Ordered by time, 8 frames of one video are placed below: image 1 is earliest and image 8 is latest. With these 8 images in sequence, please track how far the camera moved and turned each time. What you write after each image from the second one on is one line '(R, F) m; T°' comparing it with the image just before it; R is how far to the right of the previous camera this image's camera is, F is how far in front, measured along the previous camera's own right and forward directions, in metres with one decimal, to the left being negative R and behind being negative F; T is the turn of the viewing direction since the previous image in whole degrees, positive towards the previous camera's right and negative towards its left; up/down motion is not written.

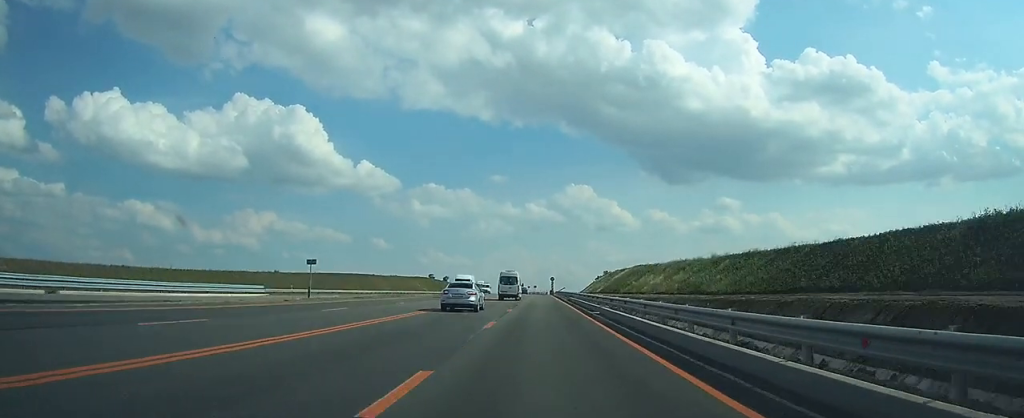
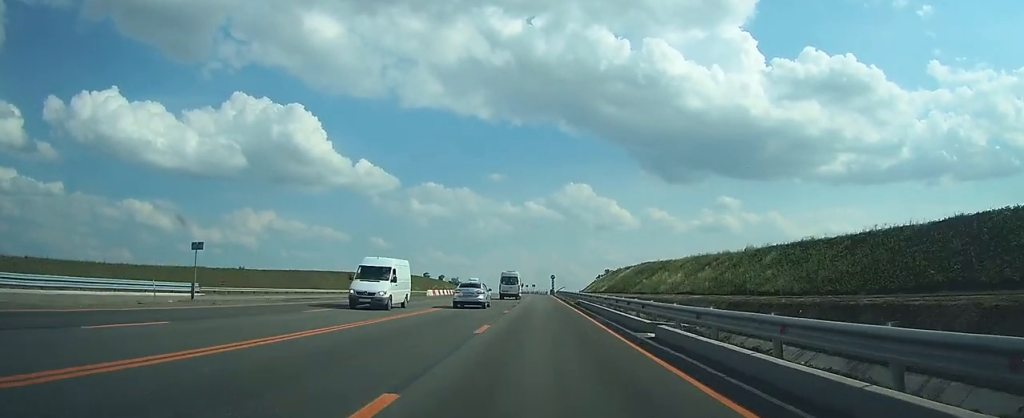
(0.0, +14.1) m; 0°
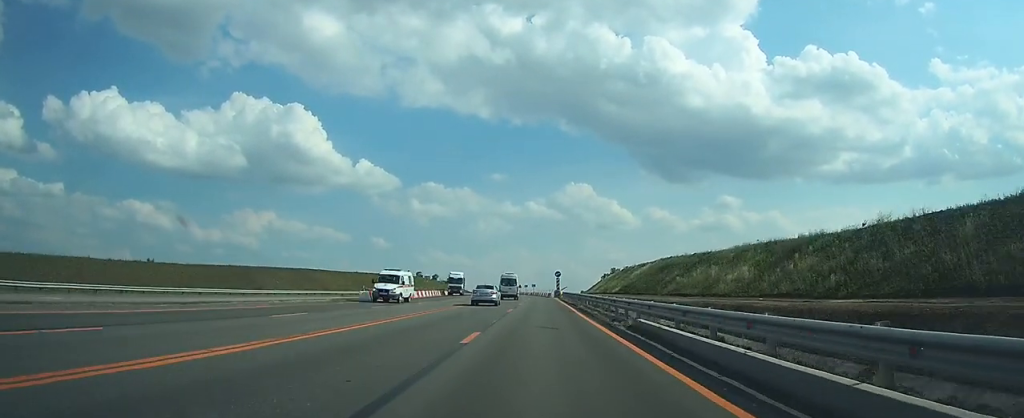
(+0.1, +26.8) m; 0°
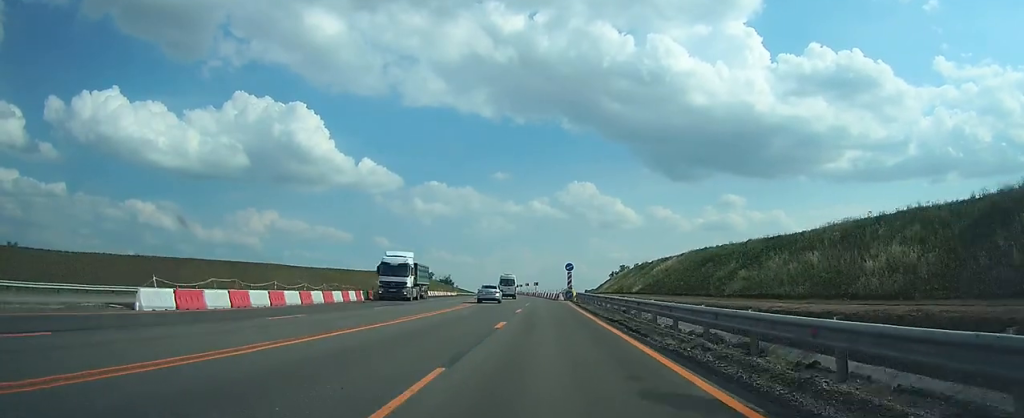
(0.0, +25.5) m; 0°
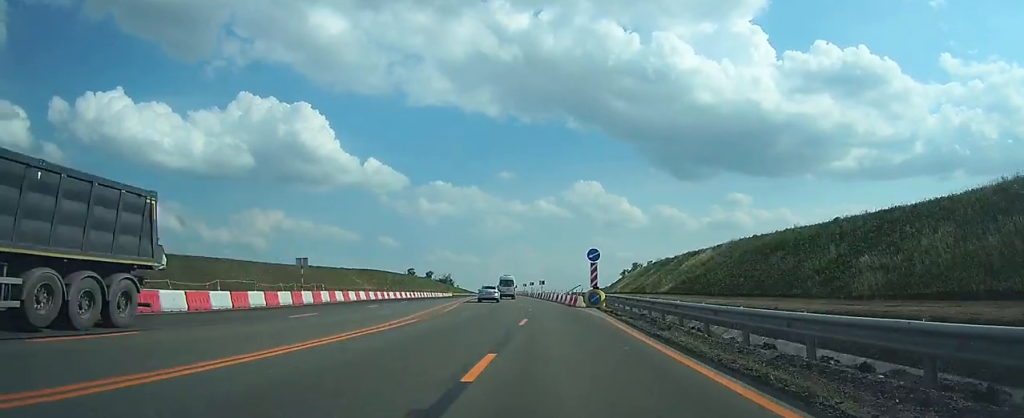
(-0.1, +22.0) m; 0°
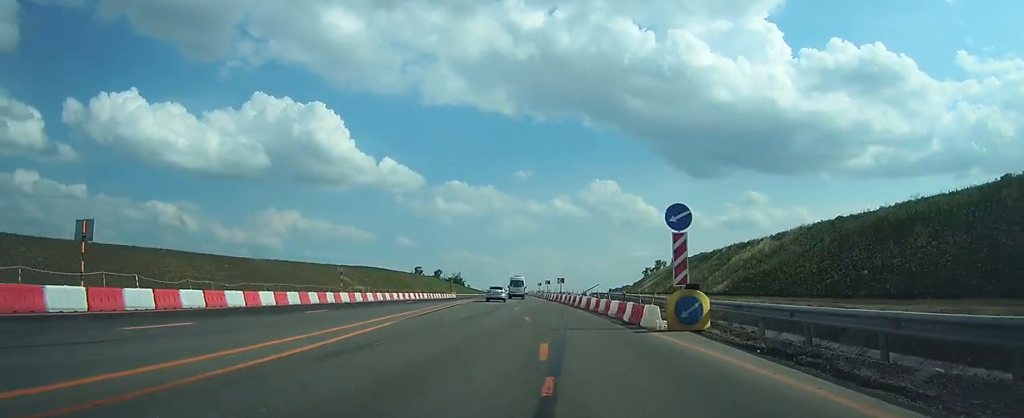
(0.0, +20.7) m; -1°
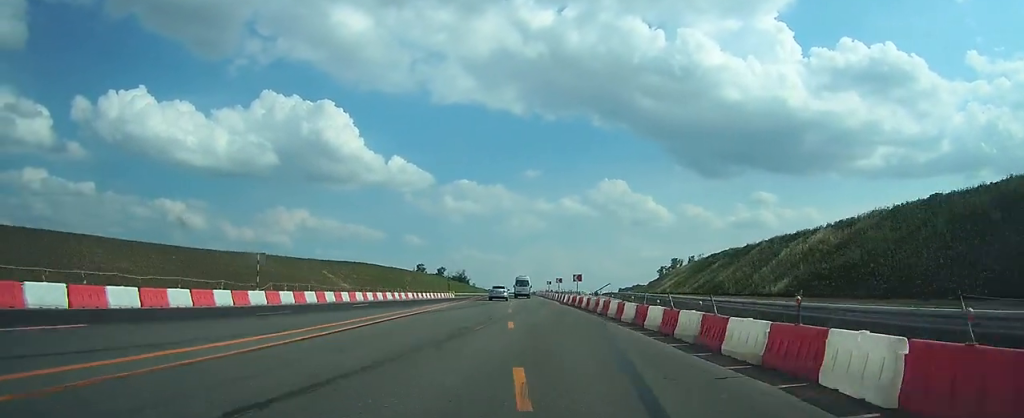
(-0.1, +15.9) m; -1°
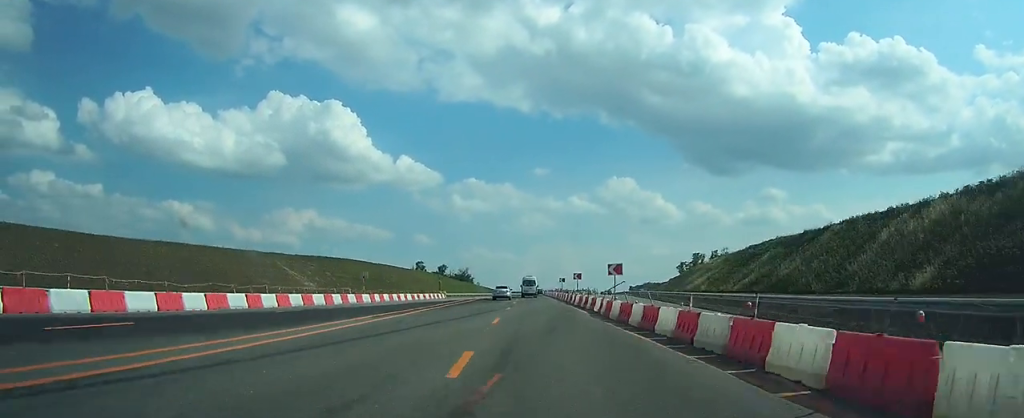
(-0.3, +21.8) m; -1°
